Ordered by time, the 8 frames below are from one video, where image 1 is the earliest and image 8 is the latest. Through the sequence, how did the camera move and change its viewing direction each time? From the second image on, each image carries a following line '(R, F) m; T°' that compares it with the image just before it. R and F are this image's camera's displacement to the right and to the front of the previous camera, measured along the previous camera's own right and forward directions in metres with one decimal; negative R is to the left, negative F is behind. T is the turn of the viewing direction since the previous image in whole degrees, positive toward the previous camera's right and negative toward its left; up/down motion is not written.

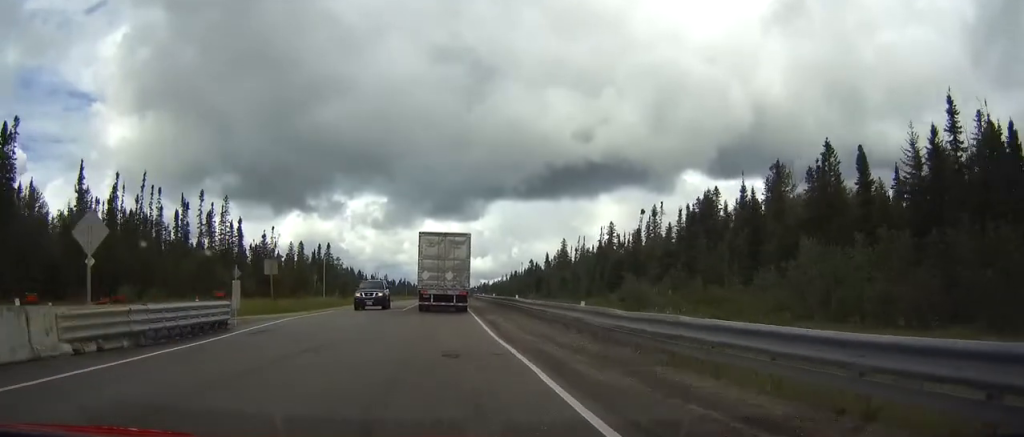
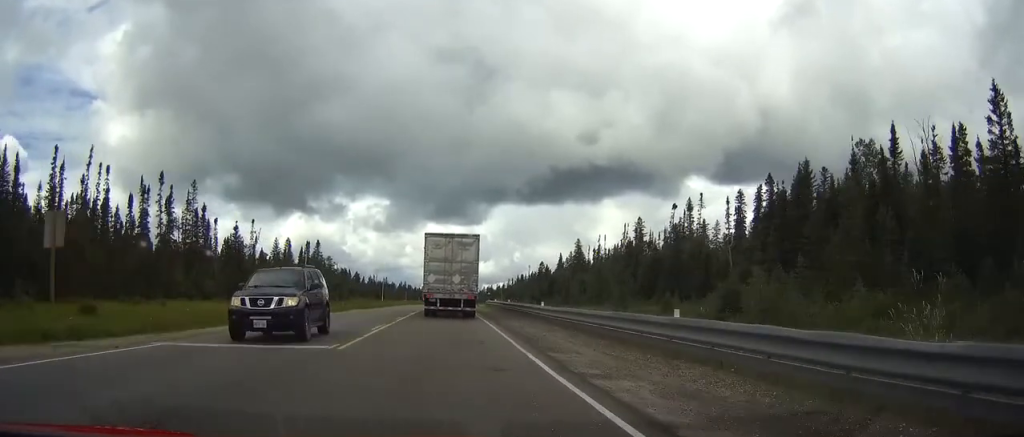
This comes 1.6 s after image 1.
(0.0, +24.1) m; 0°
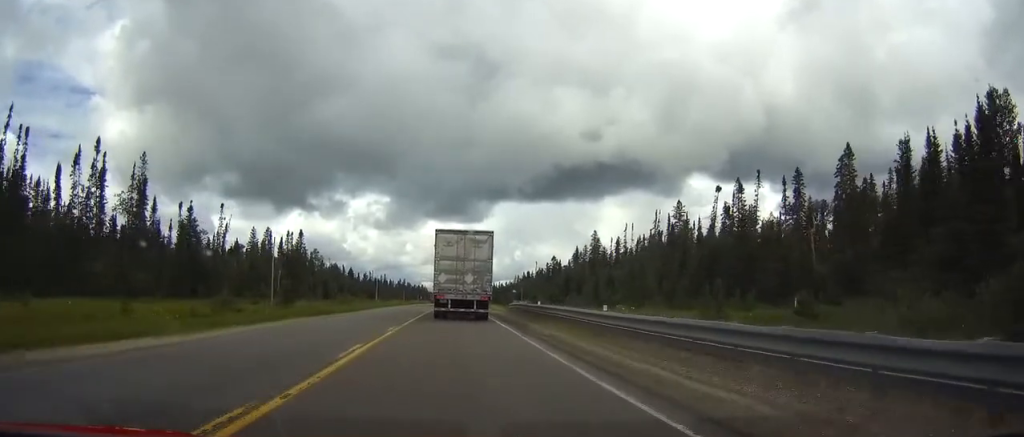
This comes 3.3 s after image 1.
(0.0, +26.7) m; 0°
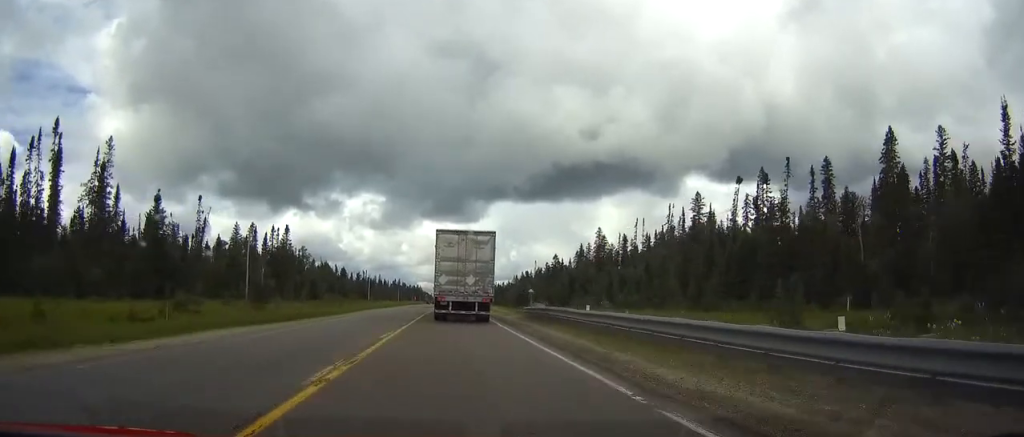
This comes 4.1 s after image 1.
(0.0, +12.4) m; 0°
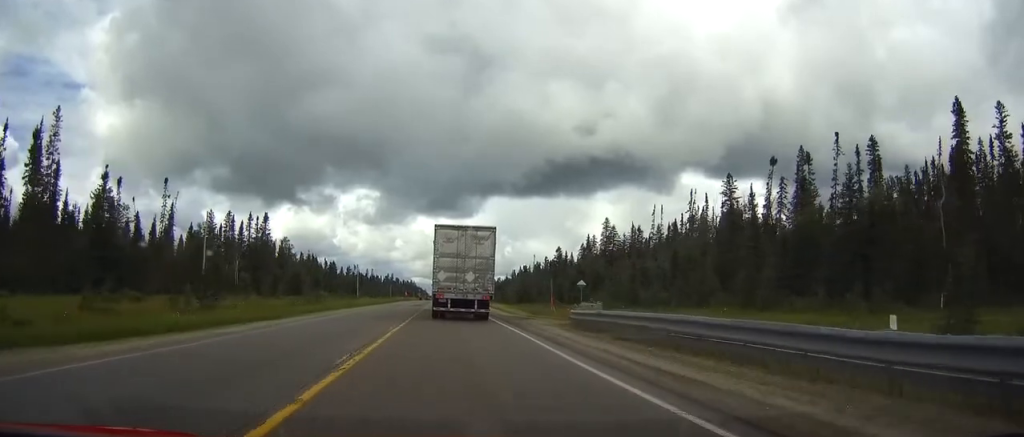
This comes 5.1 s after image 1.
(0.0, +16.0) m; 0°
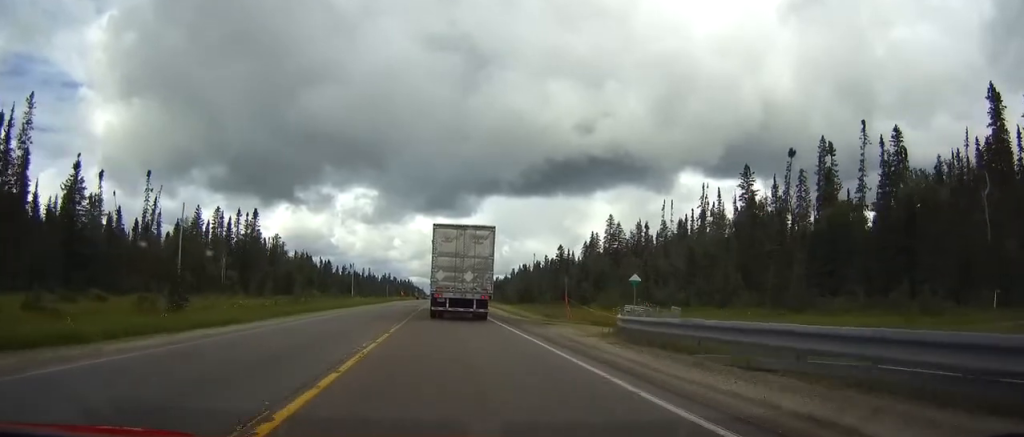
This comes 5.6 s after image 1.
(+0.1, +7.3) m; 0°
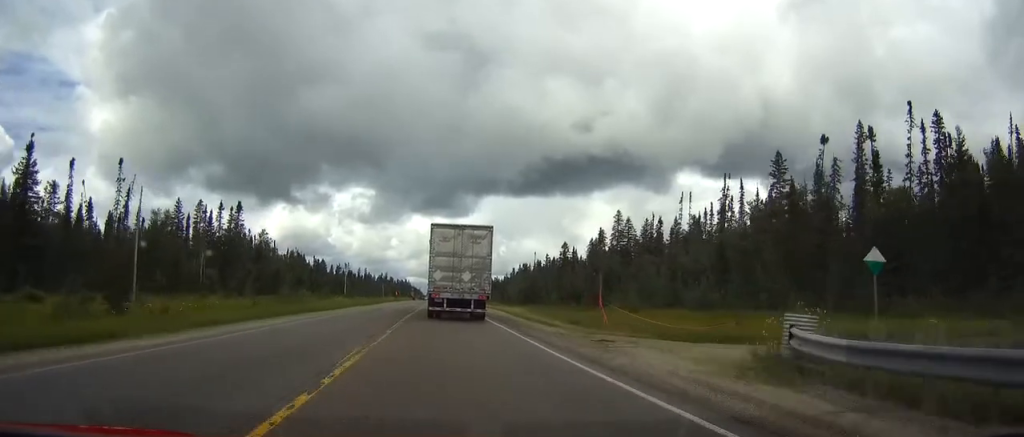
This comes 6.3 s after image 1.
(+0.1, +11.0) m; 0°
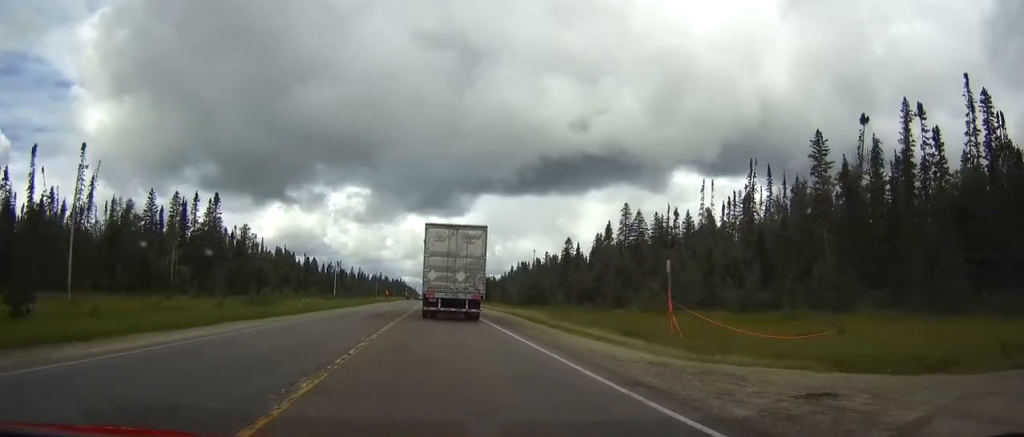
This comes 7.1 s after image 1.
(-0.1, +12.1) m; 0°
